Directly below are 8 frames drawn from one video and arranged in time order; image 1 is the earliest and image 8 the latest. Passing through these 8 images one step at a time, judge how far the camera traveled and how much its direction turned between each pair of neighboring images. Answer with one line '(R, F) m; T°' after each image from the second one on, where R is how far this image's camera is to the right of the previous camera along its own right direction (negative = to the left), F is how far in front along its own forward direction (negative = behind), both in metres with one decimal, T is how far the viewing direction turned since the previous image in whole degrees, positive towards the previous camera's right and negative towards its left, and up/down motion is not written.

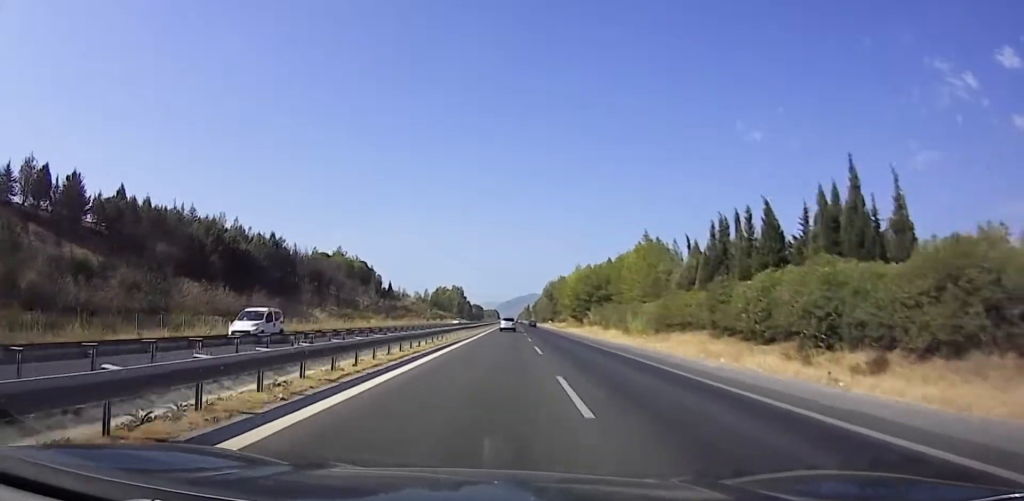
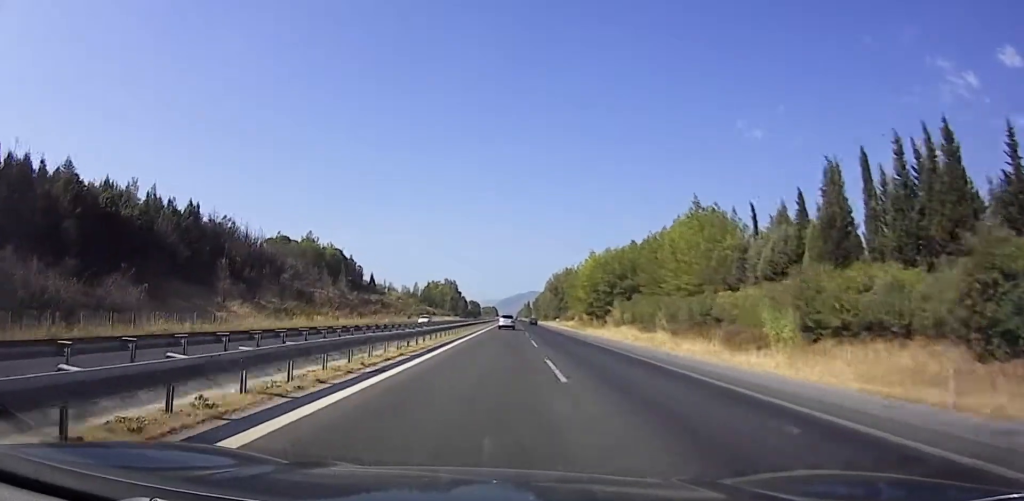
(-0.1, +28.3) m; 0°
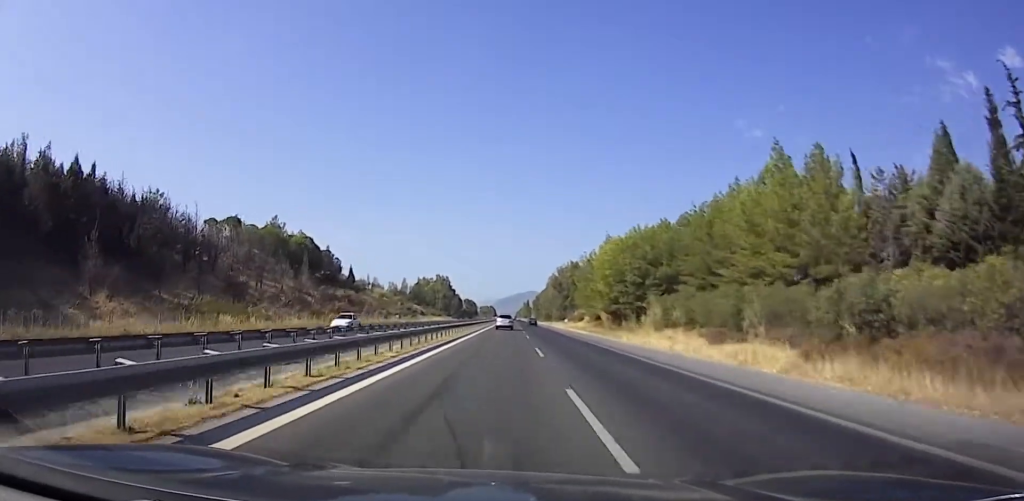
(0.0, +24.6) m; 0°
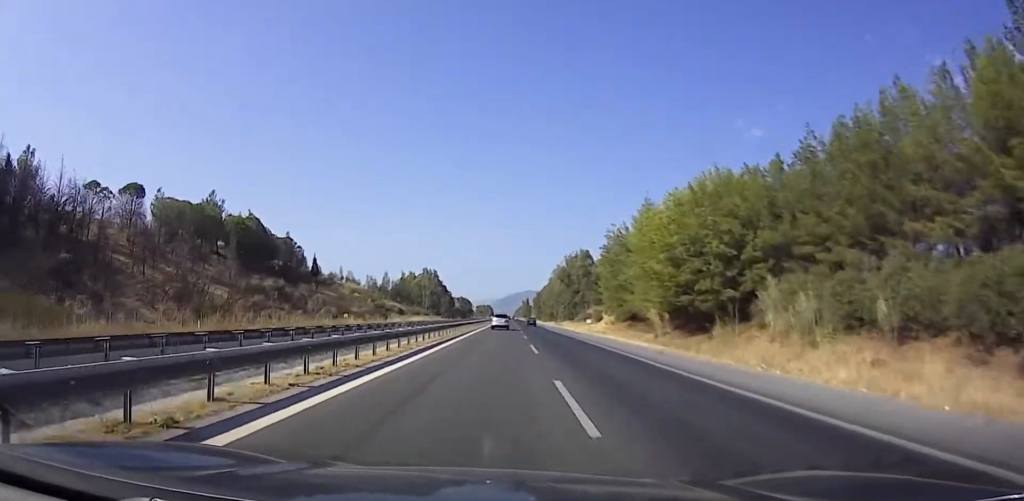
(0.0, +31.7) m; 0°
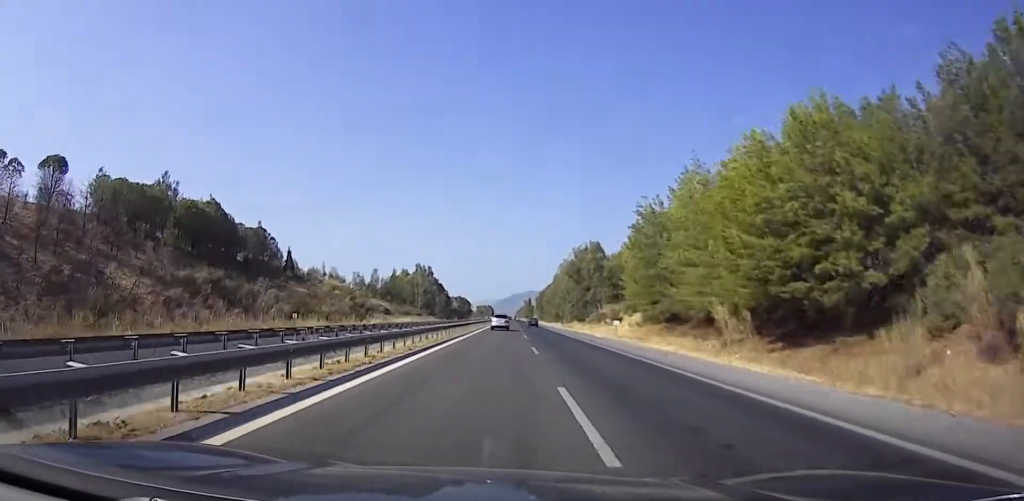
(0.0, +17.6) m; 0°
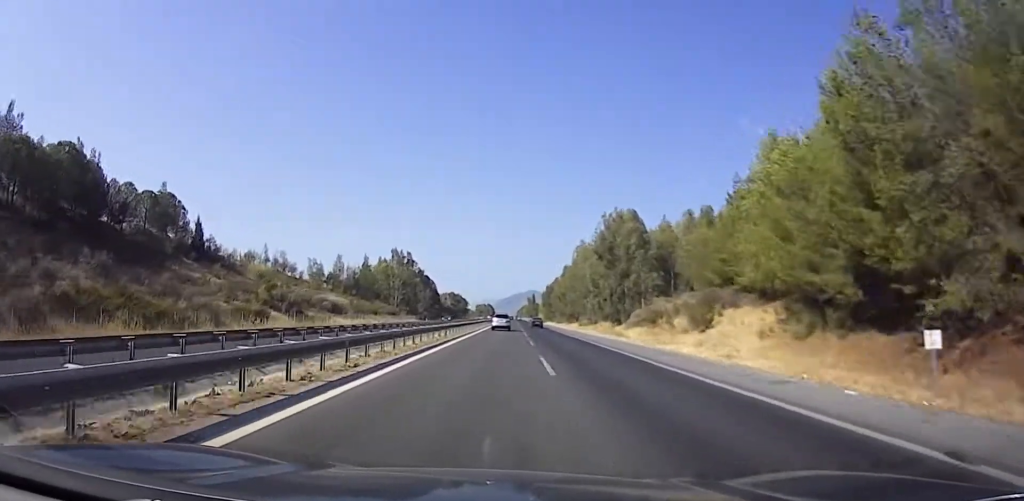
(0.0, +39.3) m; +1°
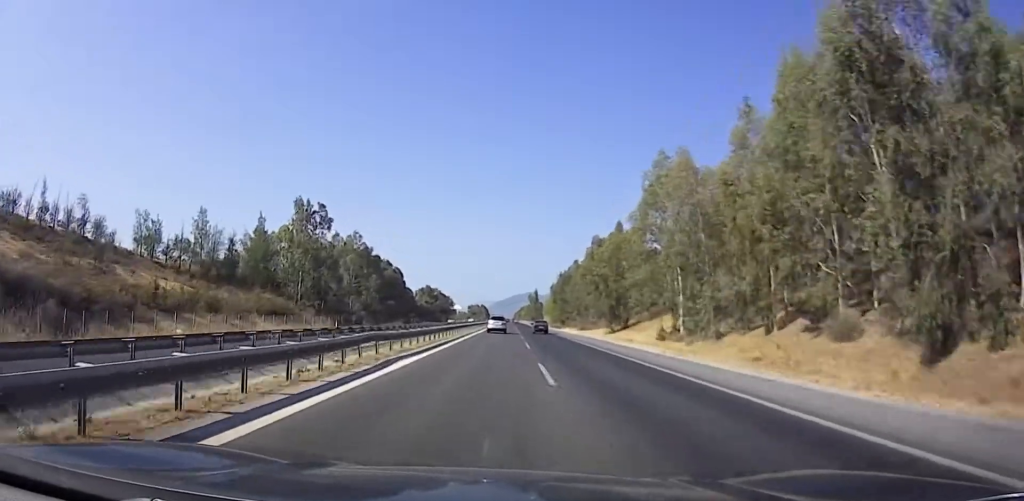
(+1.2, +64.1) m; +2°
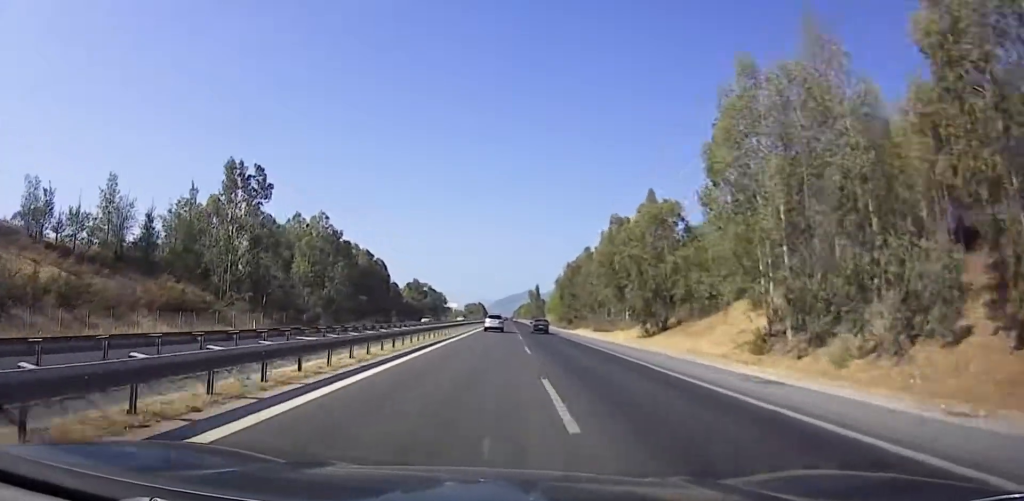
(+0.1, +20.5) m; 0°
